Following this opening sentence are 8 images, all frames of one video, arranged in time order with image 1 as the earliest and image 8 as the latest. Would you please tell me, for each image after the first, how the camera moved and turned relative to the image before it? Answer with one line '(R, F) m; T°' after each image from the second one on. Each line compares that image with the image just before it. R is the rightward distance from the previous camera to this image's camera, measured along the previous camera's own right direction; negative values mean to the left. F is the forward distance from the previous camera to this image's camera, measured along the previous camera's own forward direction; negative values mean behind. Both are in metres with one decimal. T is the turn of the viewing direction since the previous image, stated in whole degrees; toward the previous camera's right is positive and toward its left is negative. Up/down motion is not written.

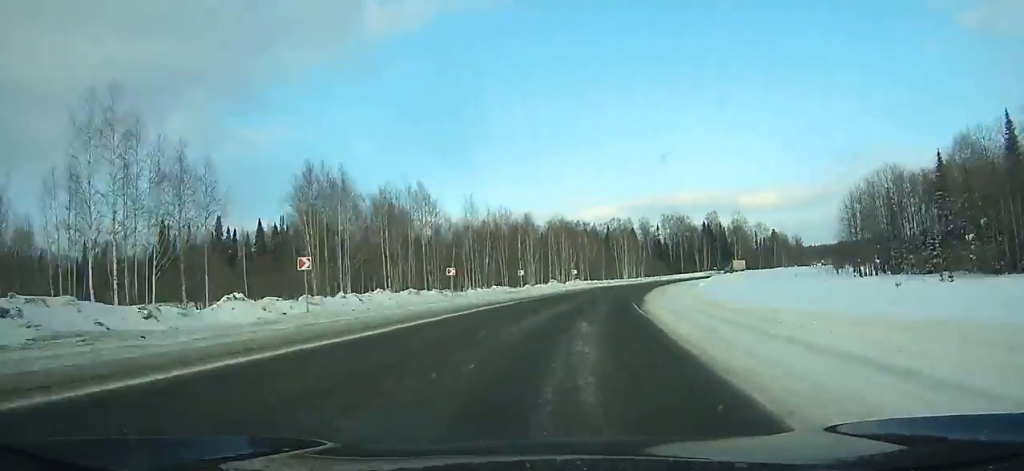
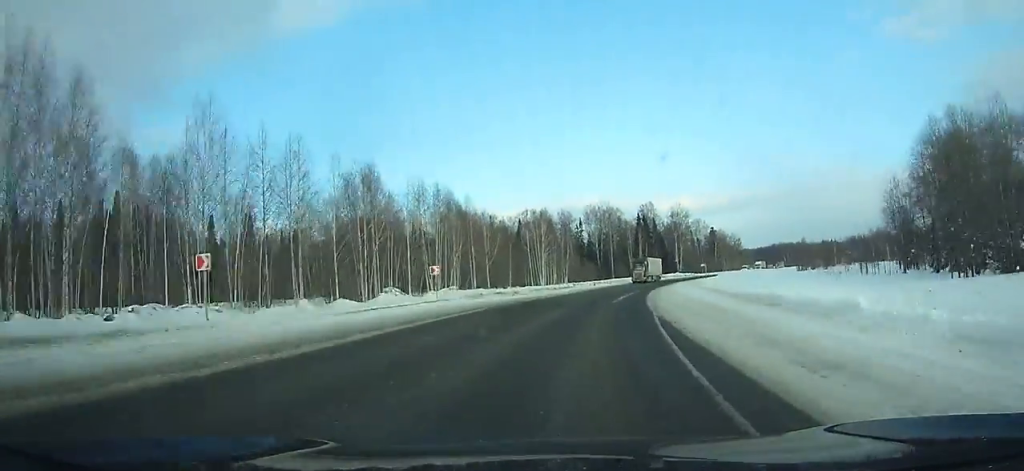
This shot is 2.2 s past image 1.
(+3.5, +47.9) m; +9°
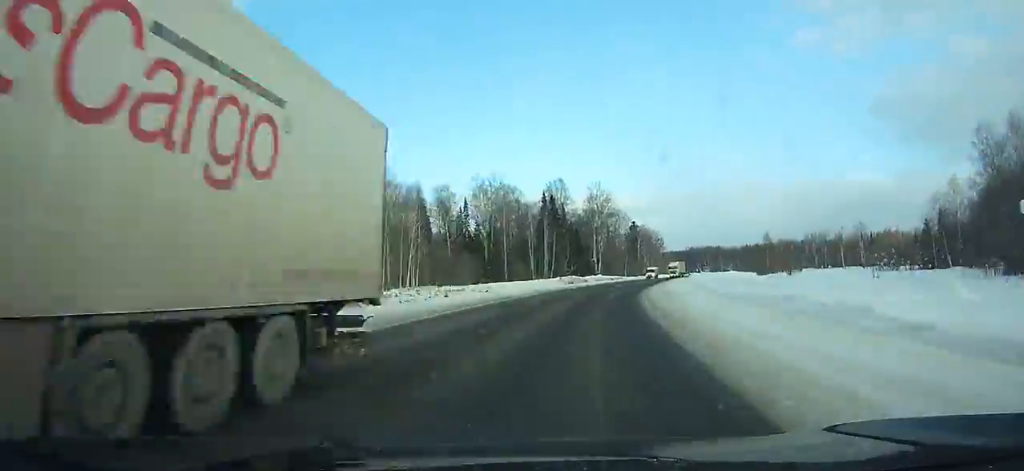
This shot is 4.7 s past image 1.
(+4.9, +54.3) m; +10°
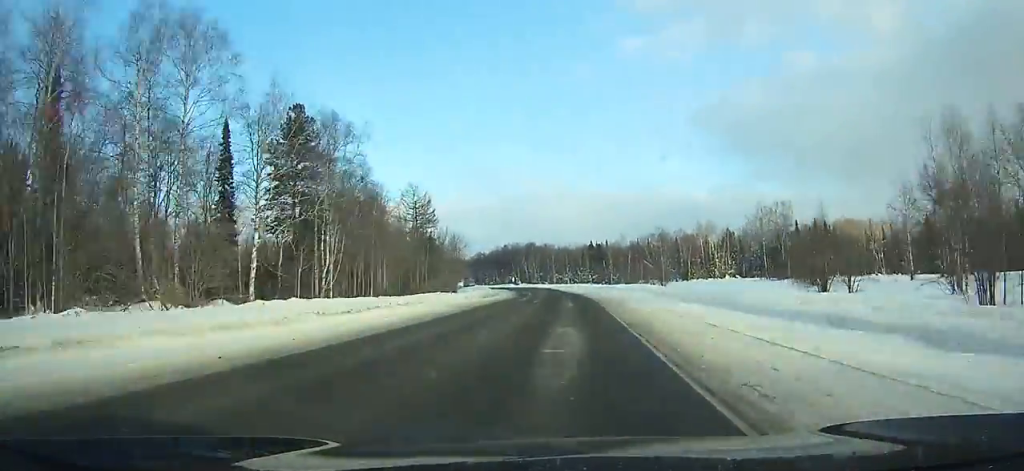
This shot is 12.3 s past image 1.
(+31.6, +167.4) m; +13°
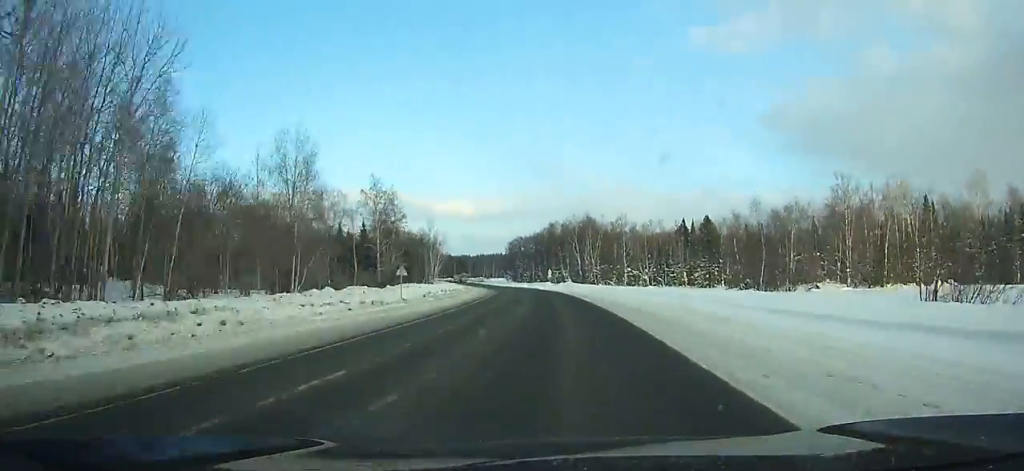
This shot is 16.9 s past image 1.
(-4.6, +107.6) m; -6°
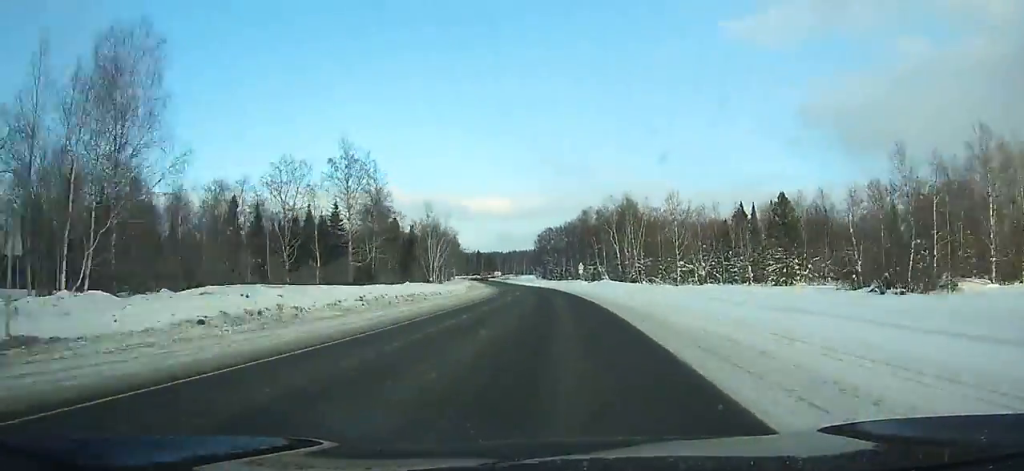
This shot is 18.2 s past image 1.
(-0.8, +30.6) m; -3°
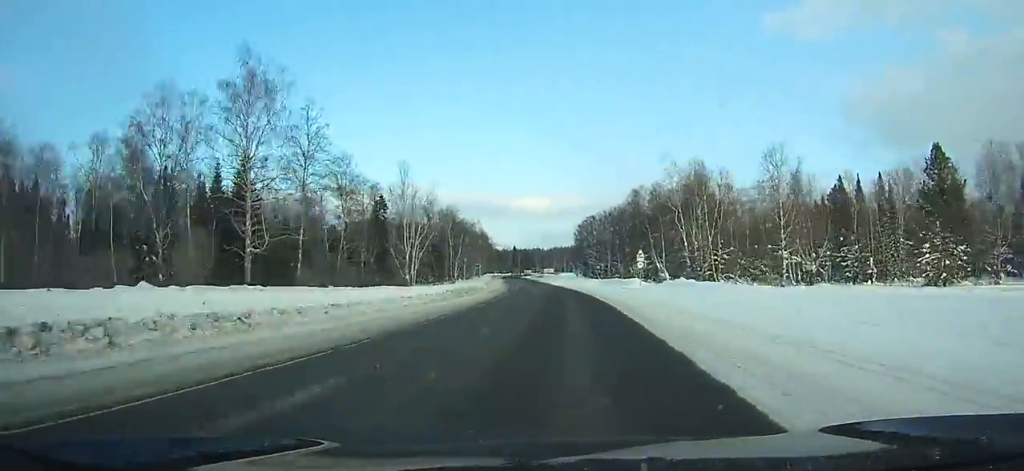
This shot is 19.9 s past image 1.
(-0.8, +39.8) m; -3°
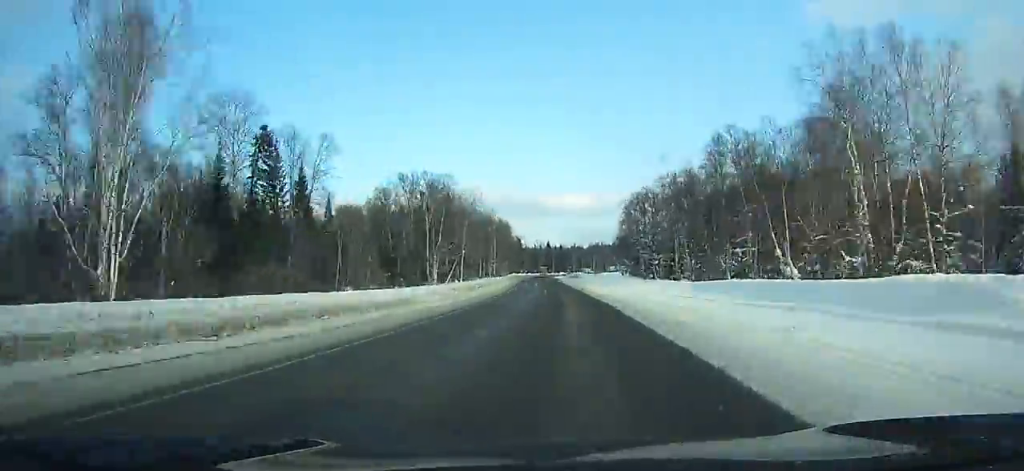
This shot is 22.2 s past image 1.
(-2.1, +53.4) m; -5°
